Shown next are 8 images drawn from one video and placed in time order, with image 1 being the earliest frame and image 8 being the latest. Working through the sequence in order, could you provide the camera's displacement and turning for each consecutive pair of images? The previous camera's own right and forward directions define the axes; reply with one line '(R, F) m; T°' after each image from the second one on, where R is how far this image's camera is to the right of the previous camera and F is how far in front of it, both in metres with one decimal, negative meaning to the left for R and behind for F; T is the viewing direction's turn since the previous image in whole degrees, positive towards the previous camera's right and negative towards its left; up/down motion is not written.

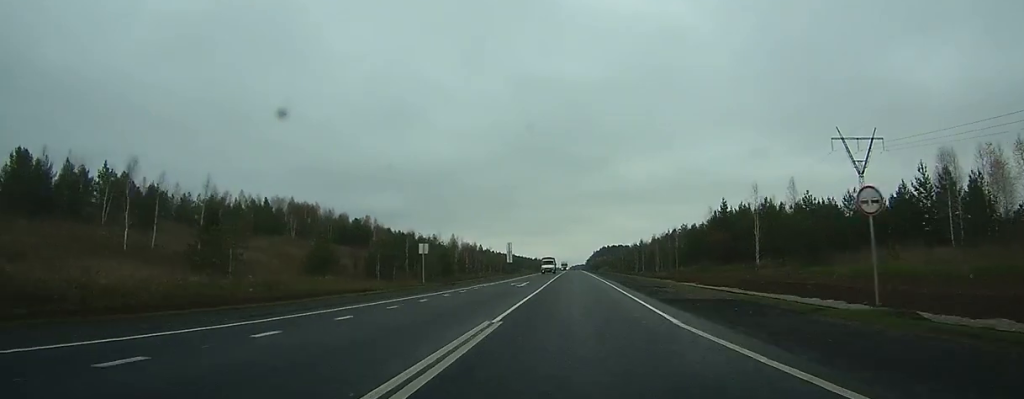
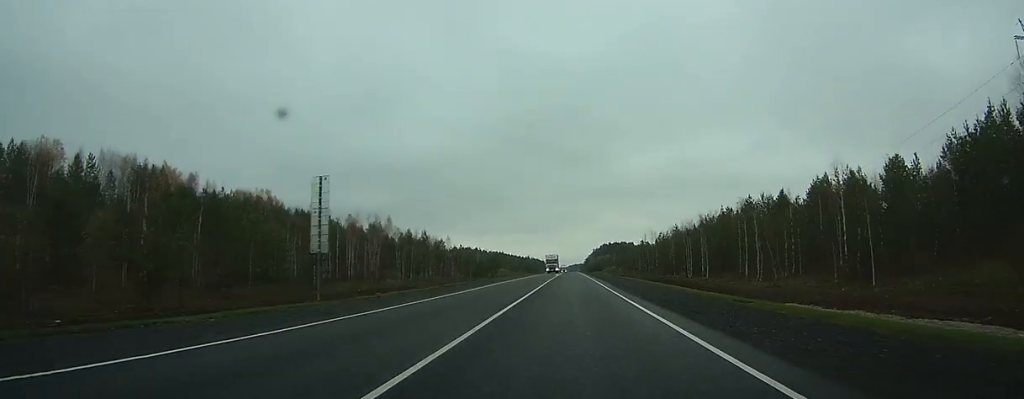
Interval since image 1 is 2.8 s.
(+0.1, +74.8) m; 0°
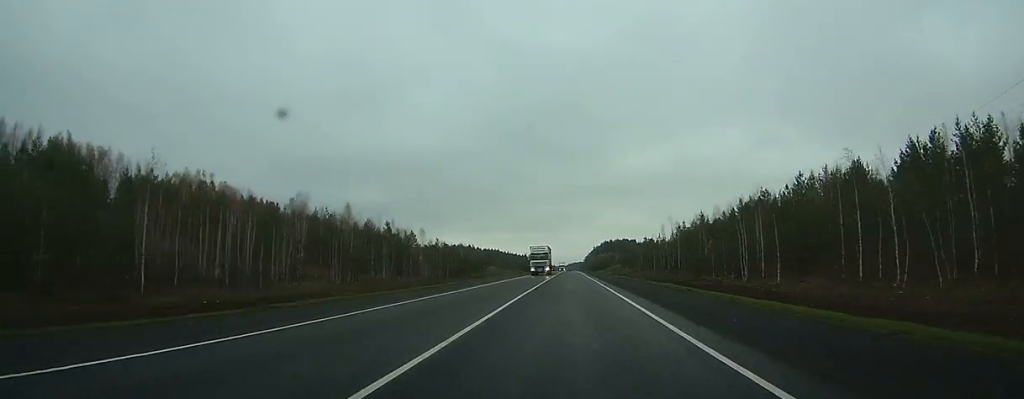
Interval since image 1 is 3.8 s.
(0.0, +28.5) m; 0°
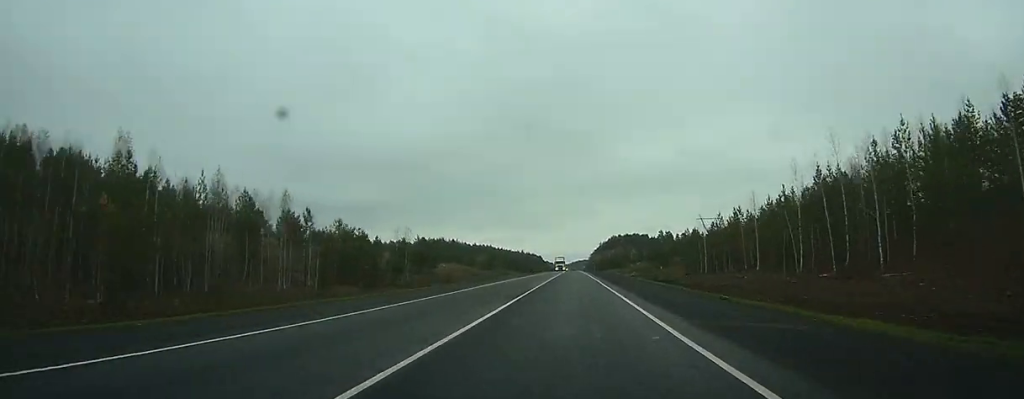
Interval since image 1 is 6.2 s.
(+0.1, +69.0) m; 0°
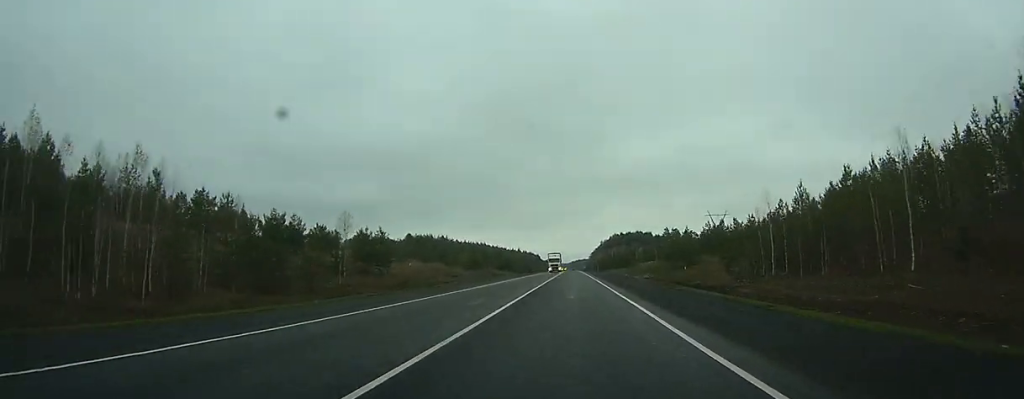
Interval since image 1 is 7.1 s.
(+0.1, +26.8) m; 0°
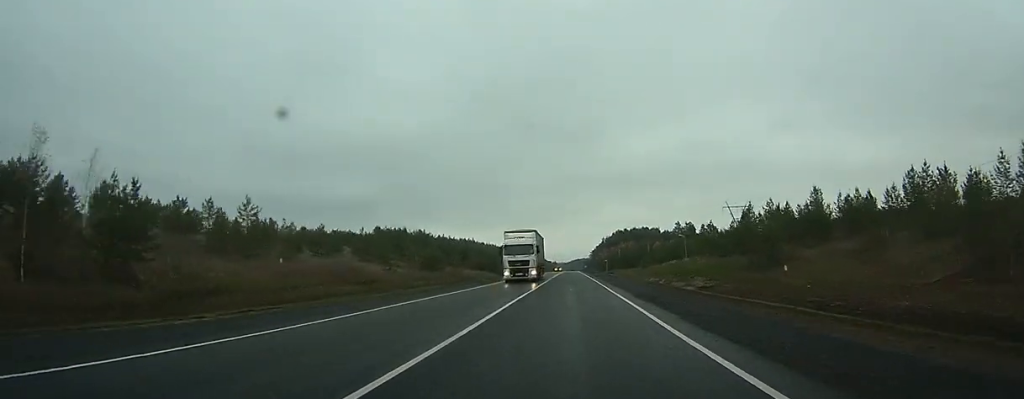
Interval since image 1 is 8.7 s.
(-0.2, +46.2) m; 0°
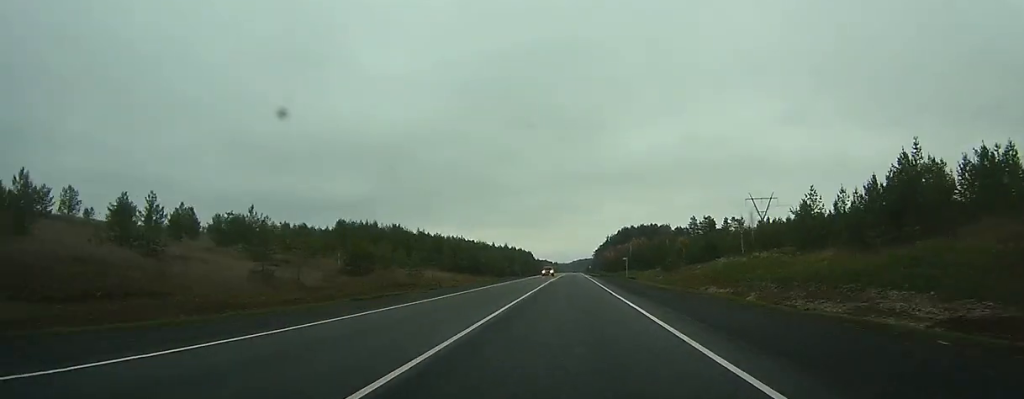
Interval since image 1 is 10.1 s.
(0.0, +40.8) m; 0°
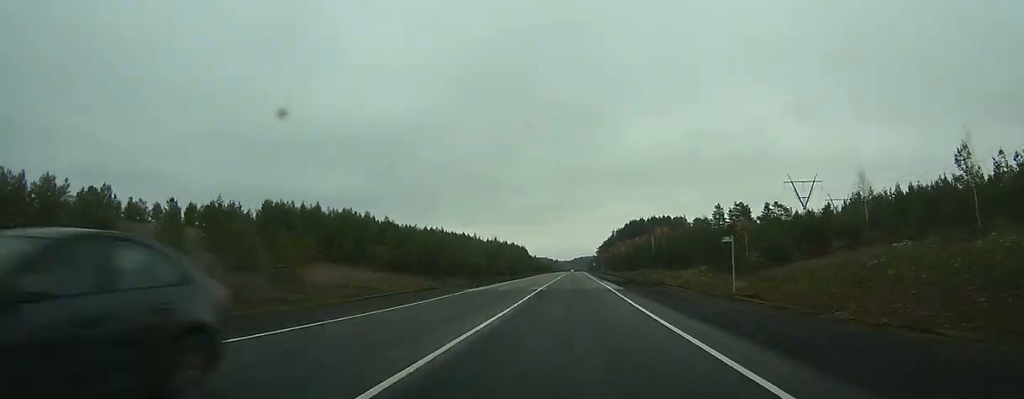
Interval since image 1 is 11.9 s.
(0.0, +50.9) m; 0°
